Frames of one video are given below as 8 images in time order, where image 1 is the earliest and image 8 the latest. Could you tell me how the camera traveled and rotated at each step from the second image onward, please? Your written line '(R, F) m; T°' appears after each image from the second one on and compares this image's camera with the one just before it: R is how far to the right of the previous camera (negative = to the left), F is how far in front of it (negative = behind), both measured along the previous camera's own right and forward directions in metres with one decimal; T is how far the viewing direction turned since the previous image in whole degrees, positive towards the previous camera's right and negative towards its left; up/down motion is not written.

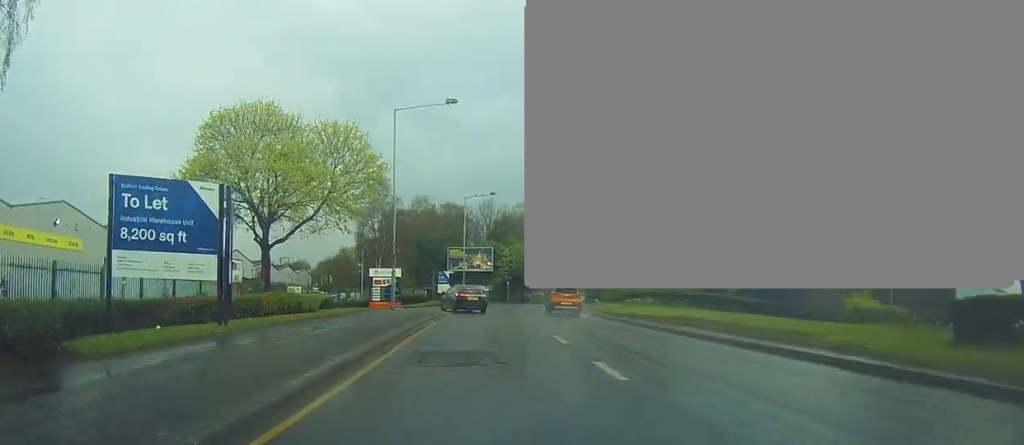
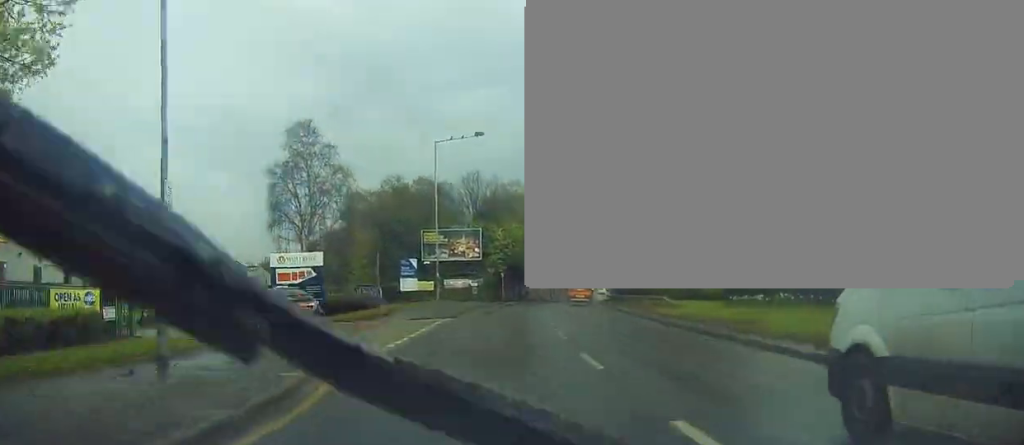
(+0.3, +23.5) m; +2°
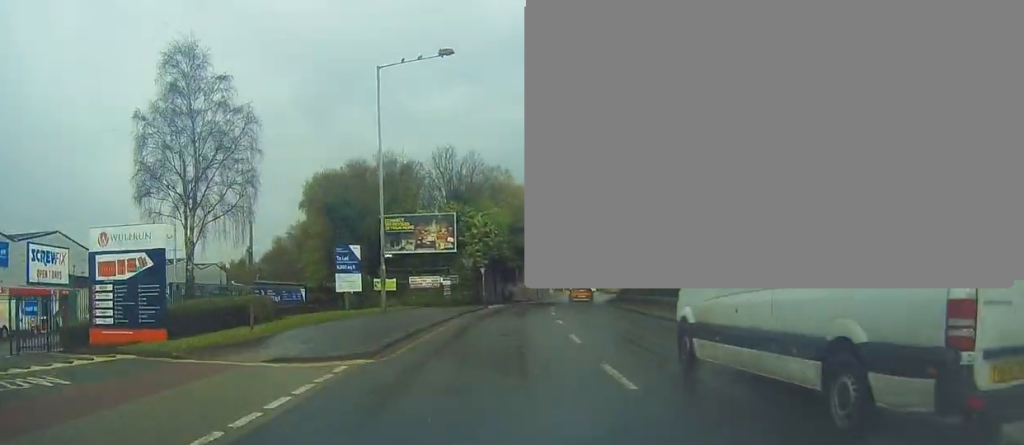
(+0.3, +14.5) m; +1°
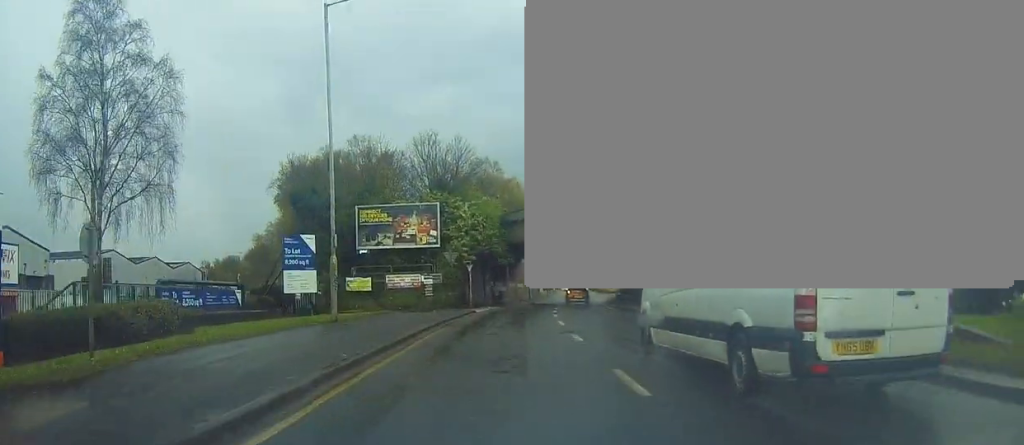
(0.0, +6.7) m; 0°
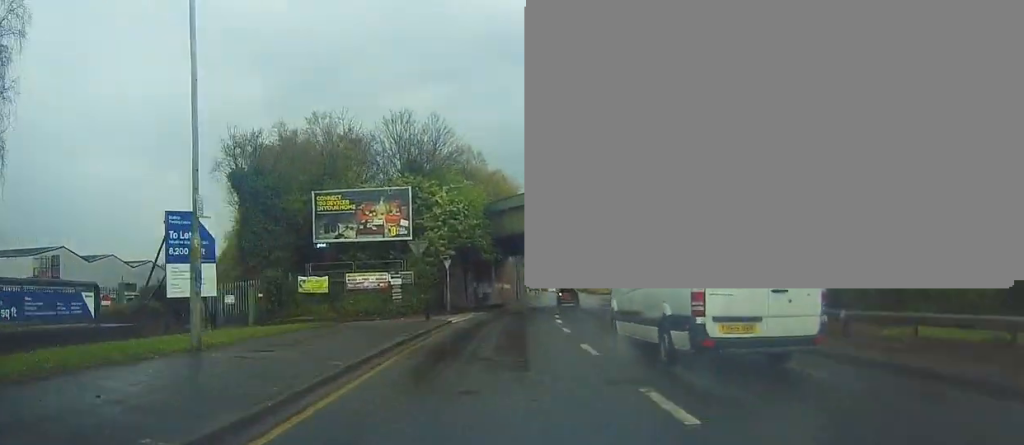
(0.0, +8.6) m; +1°
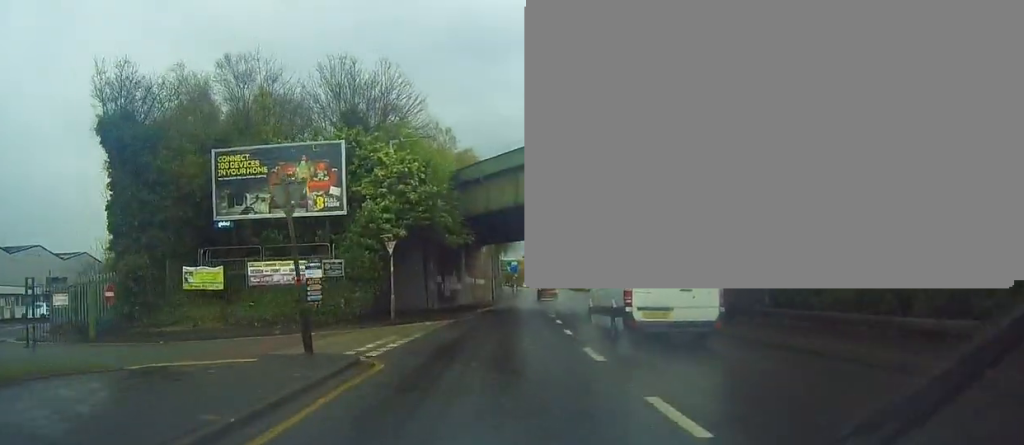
(+0.3, +12.8) m; +3°
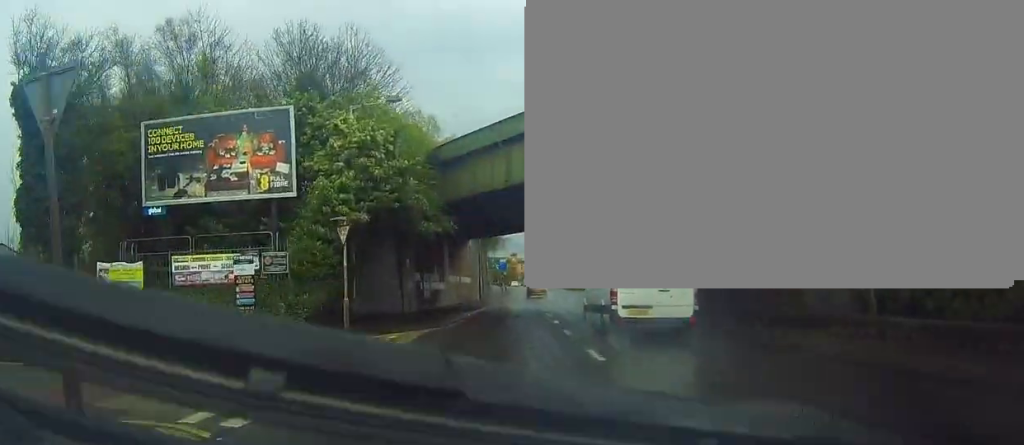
(+0.1, +6.1) m; +1°
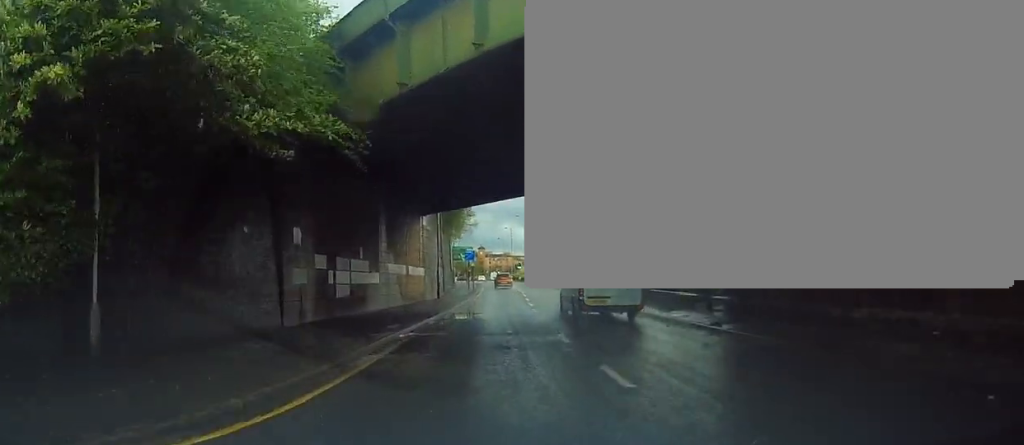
(+0.3, +15.2) m; +1°
